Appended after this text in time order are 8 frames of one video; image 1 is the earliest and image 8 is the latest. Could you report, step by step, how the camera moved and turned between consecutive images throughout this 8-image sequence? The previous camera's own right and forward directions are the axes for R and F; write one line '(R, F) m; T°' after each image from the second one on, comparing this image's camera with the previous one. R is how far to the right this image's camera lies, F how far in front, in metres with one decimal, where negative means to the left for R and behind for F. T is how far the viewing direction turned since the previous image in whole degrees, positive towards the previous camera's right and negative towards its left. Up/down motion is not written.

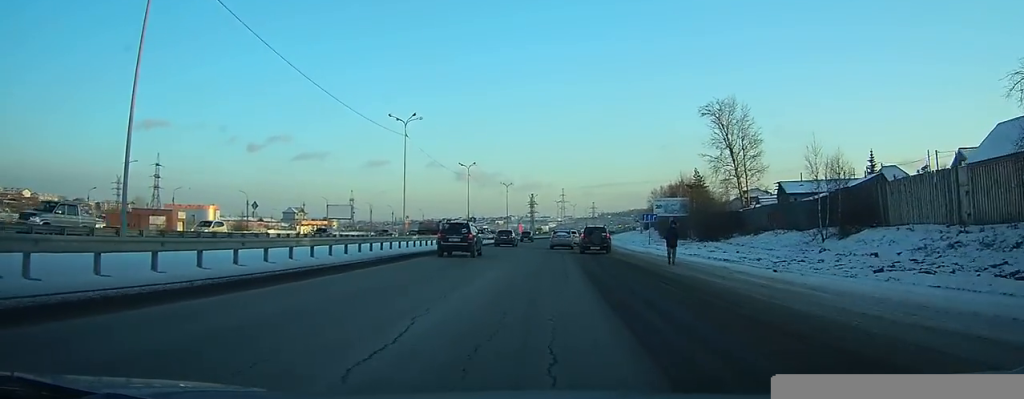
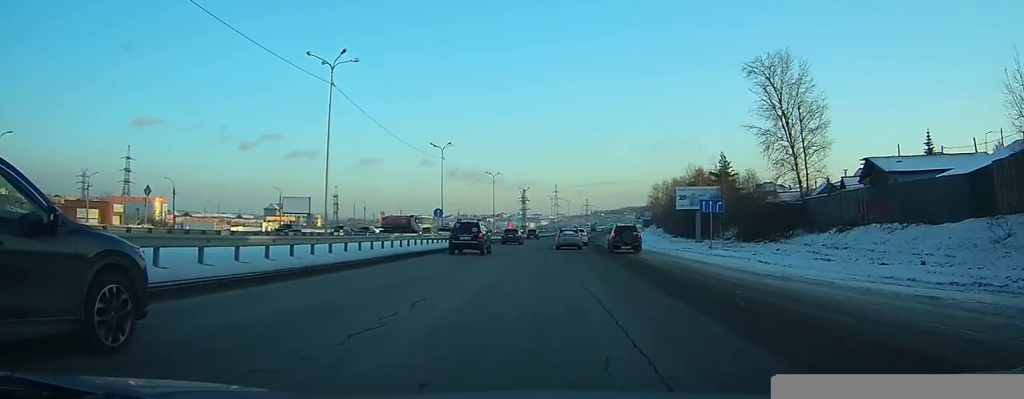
(+0.2, +22.0) m; +1°
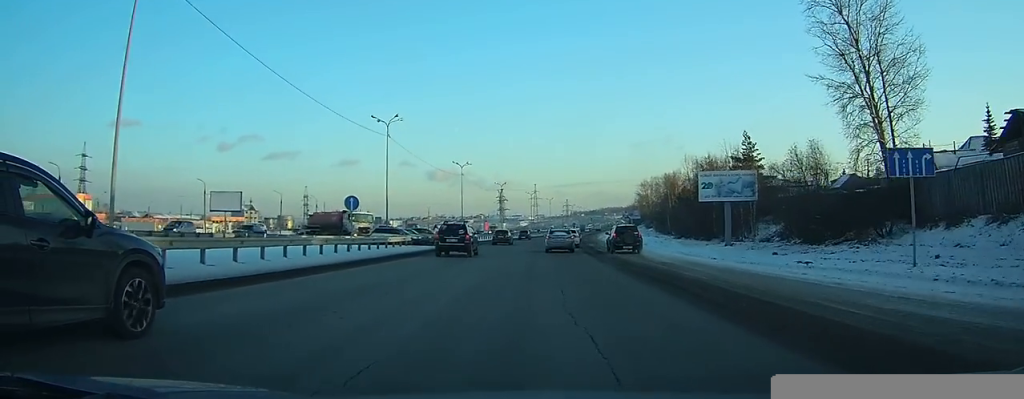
(+0.1, +20.0) m; +1°
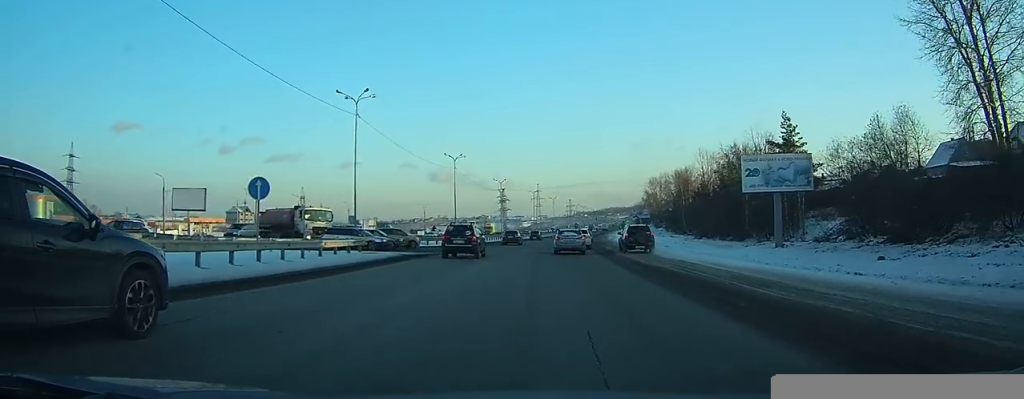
(0.0, +11.8) m; 0°
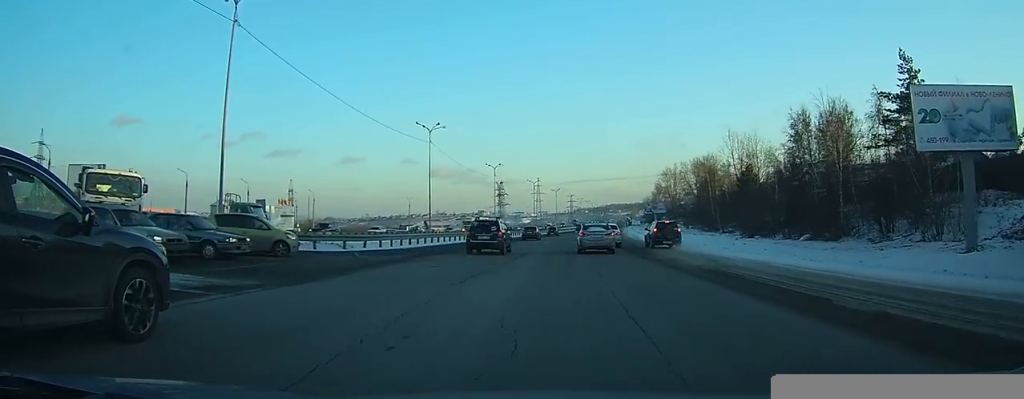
(0.0, +22.6) m; 0°
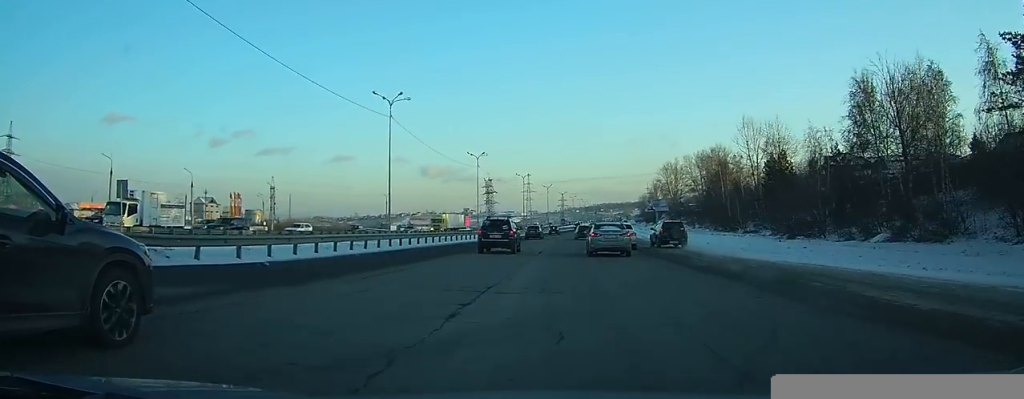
(-0.1, +15.2) m; 0°
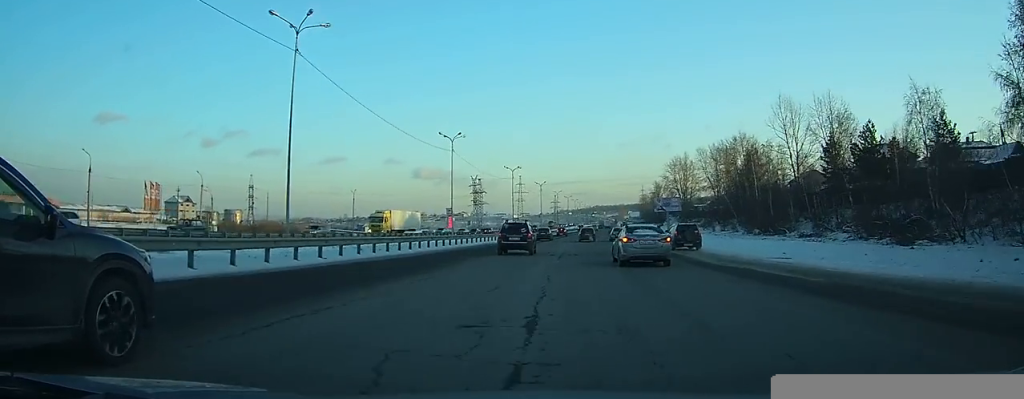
(+0.2, +22.0) m; +1°
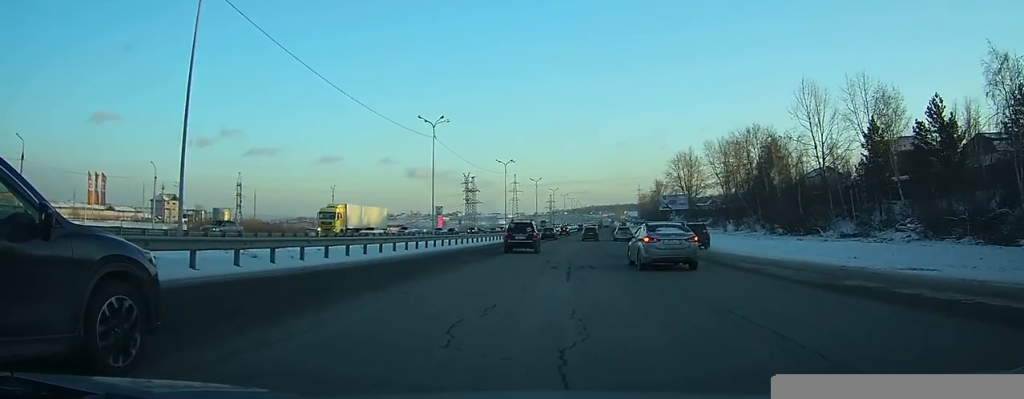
(0.0, +10.7) m; +1°
